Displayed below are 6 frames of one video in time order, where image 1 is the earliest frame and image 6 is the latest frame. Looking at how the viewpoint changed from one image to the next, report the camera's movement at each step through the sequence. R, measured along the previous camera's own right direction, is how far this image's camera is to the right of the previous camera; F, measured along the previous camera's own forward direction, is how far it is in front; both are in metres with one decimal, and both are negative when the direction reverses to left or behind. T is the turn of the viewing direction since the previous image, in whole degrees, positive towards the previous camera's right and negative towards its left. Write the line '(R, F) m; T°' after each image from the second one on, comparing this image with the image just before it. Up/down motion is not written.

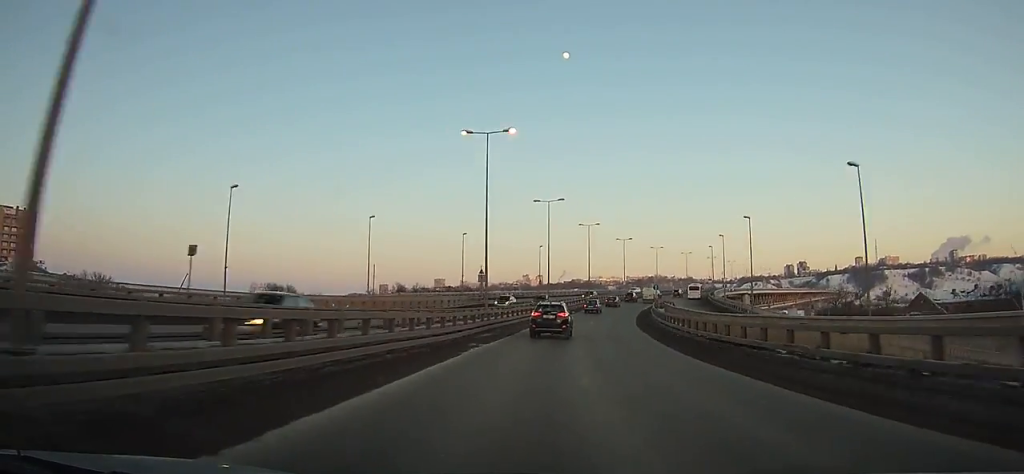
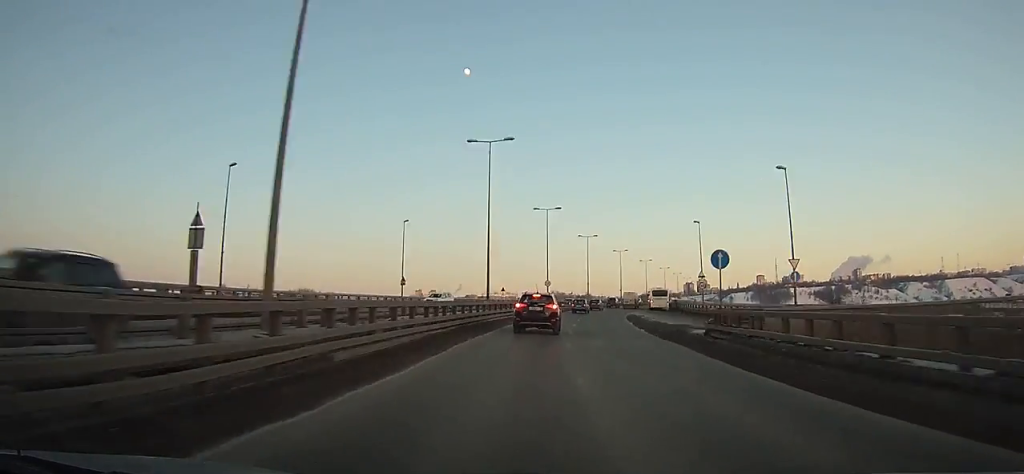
(+4.3, +45.4) m; +10°
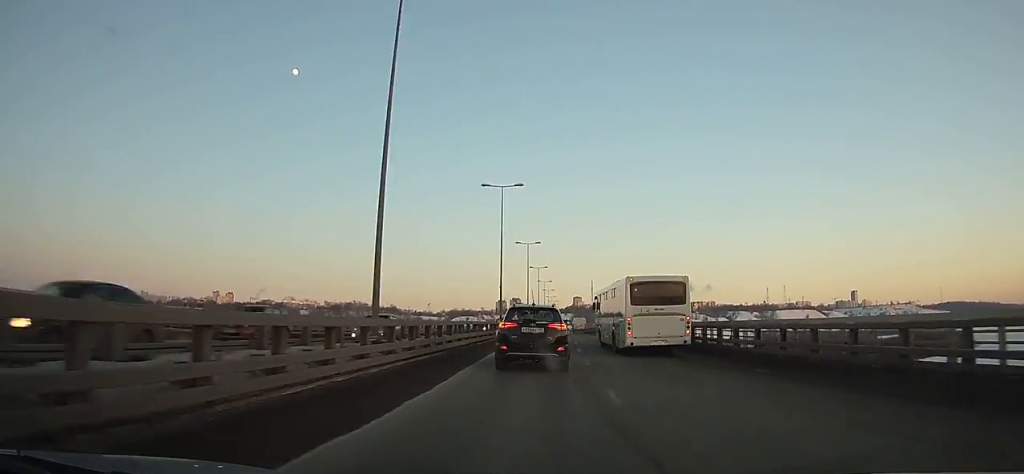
(+18.8, +108.7) m; +18°
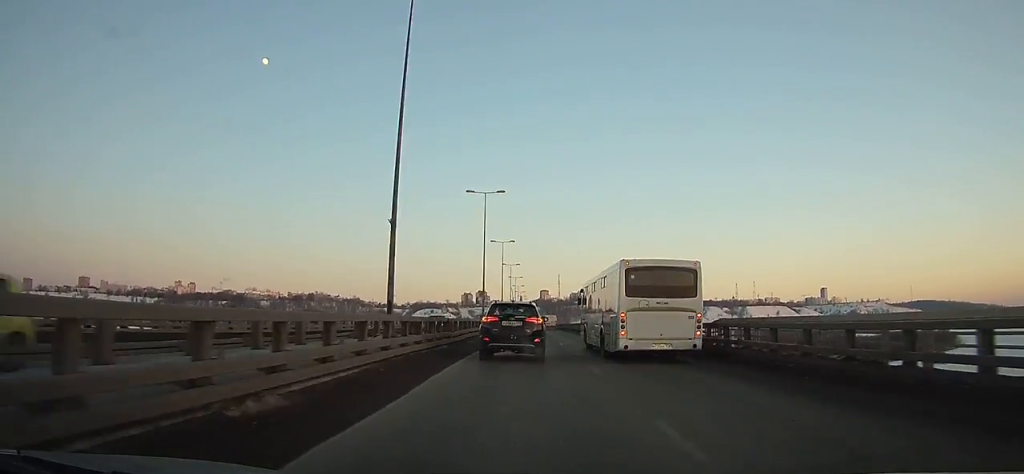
(+1.1, +30.2) m; +4°
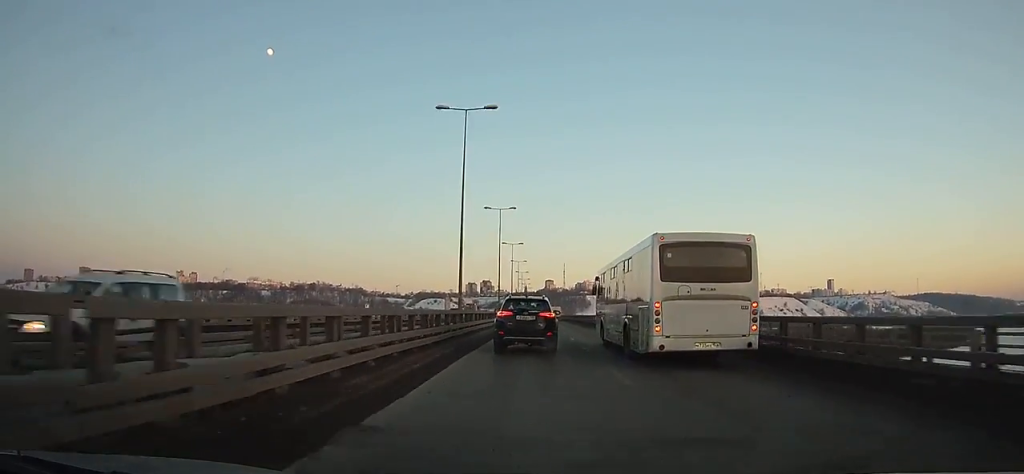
(+0.6, +19.3) m; +1°
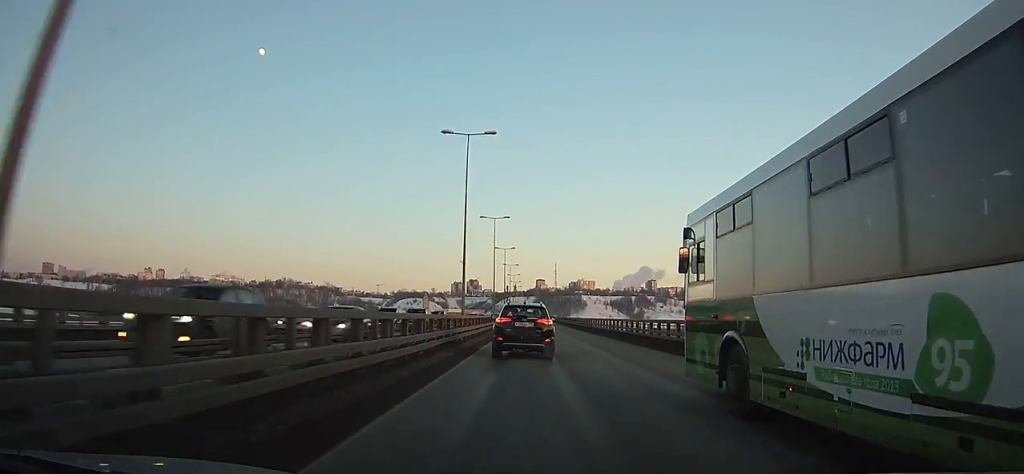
(+3.4, +118.3) m; +2°
